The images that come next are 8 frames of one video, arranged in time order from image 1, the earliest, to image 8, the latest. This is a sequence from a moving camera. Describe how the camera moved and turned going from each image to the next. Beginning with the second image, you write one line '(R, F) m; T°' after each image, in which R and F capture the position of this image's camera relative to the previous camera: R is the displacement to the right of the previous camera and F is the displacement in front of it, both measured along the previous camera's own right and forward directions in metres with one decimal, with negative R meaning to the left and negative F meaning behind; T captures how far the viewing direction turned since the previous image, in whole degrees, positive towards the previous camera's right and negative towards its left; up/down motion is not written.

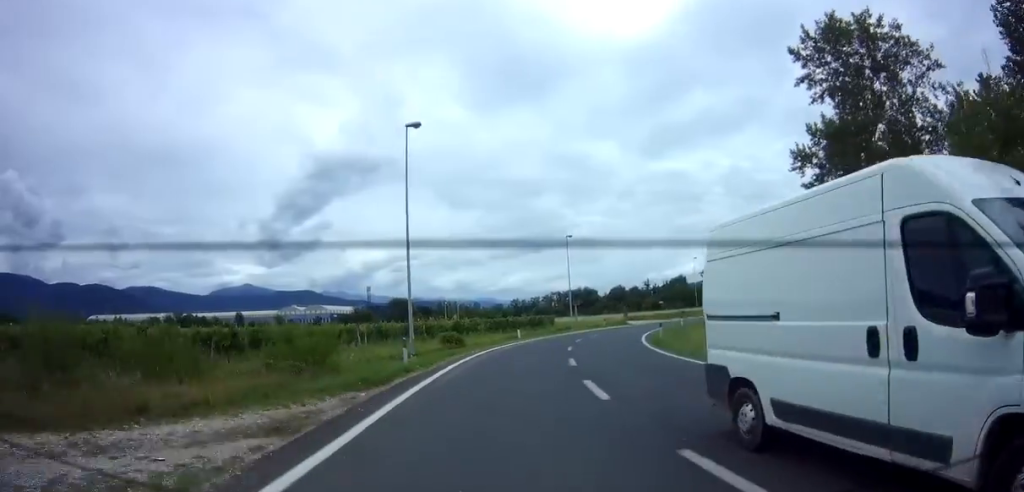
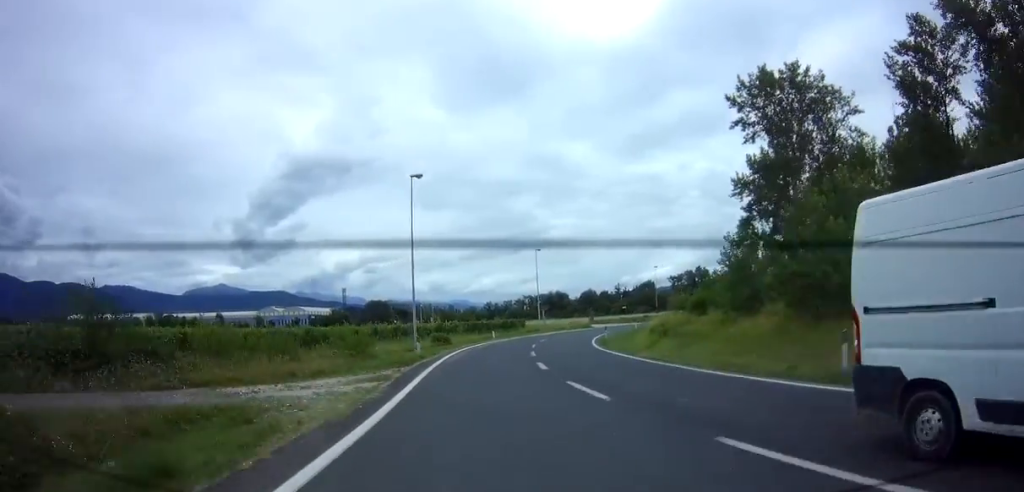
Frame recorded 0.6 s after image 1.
(0.0, +8.0) m; +2°
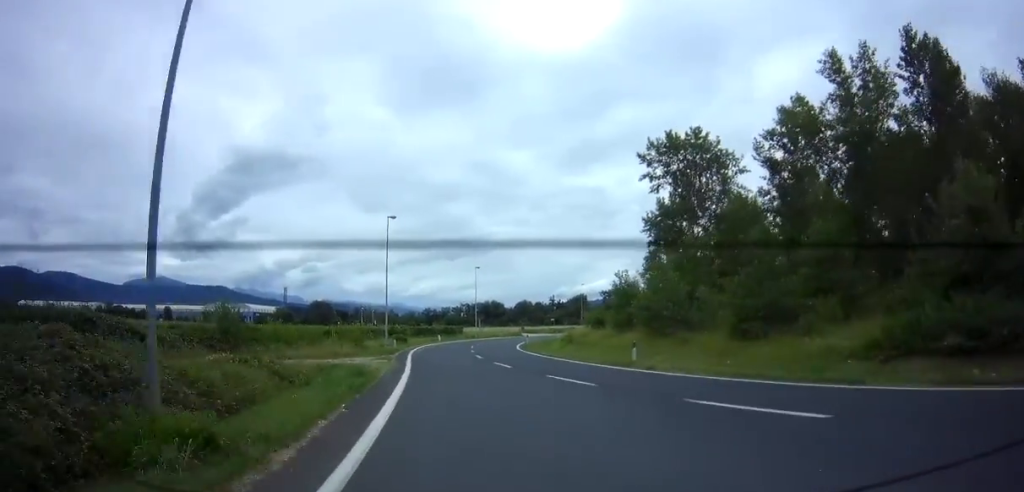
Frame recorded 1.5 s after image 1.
(+0.3, +11.4) m; +7°
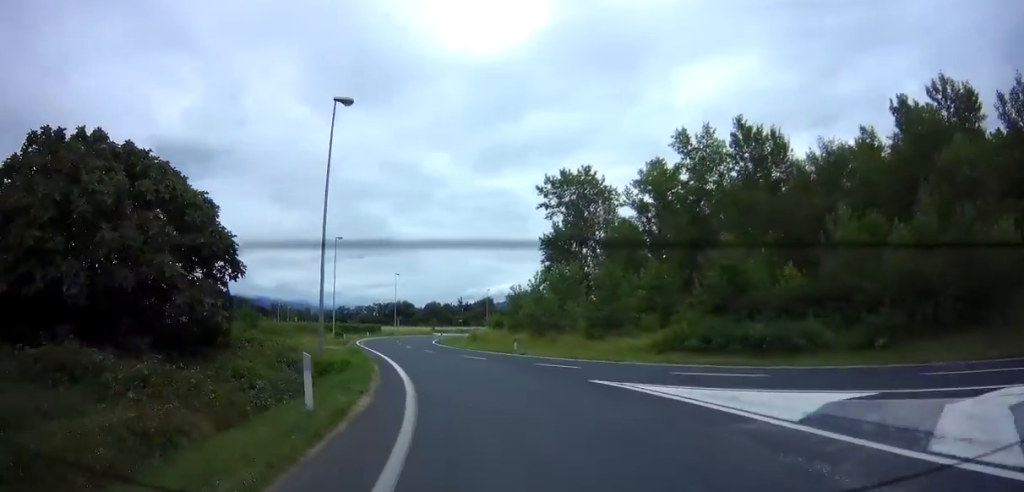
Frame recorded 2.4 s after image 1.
(+1.1, +12.1) m; +9°
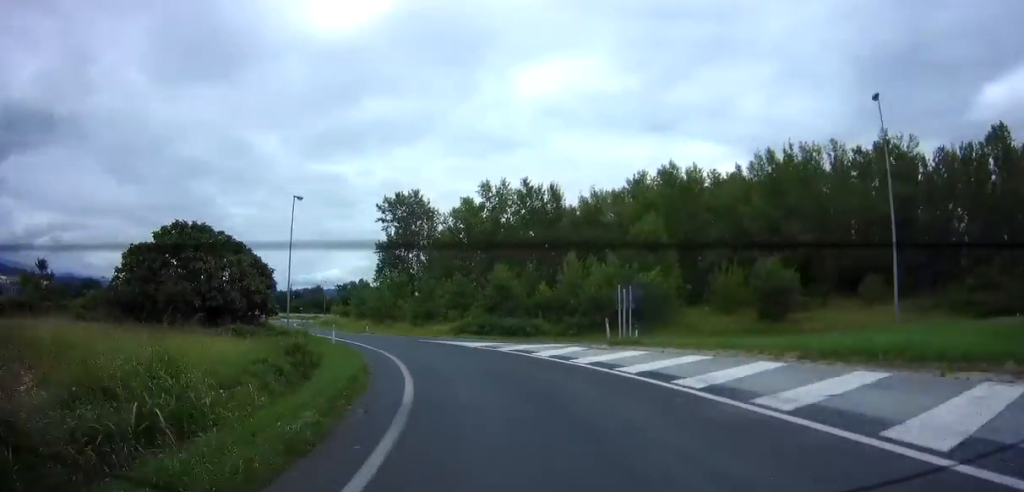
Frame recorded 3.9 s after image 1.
(+2.7, +19.4) m; +17°
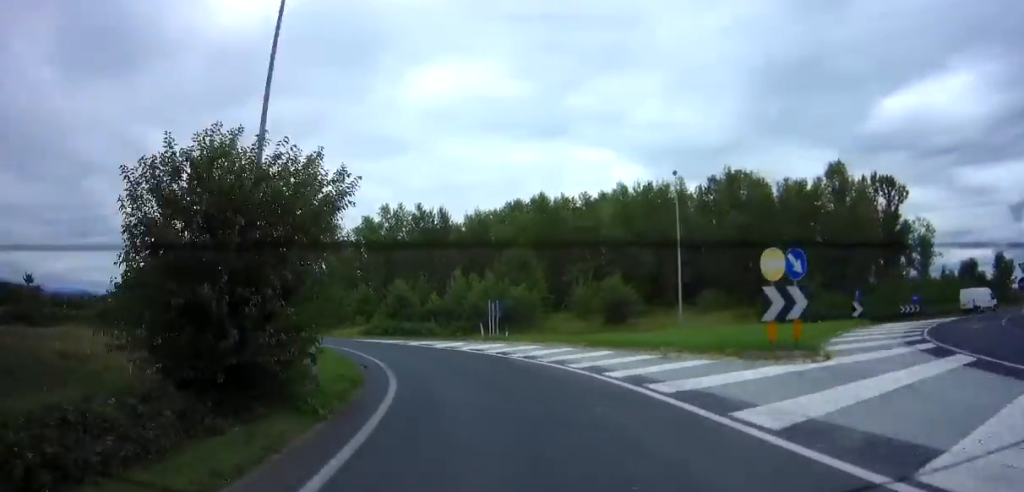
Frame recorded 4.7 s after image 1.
(+1.1, +11.1) m; +10°
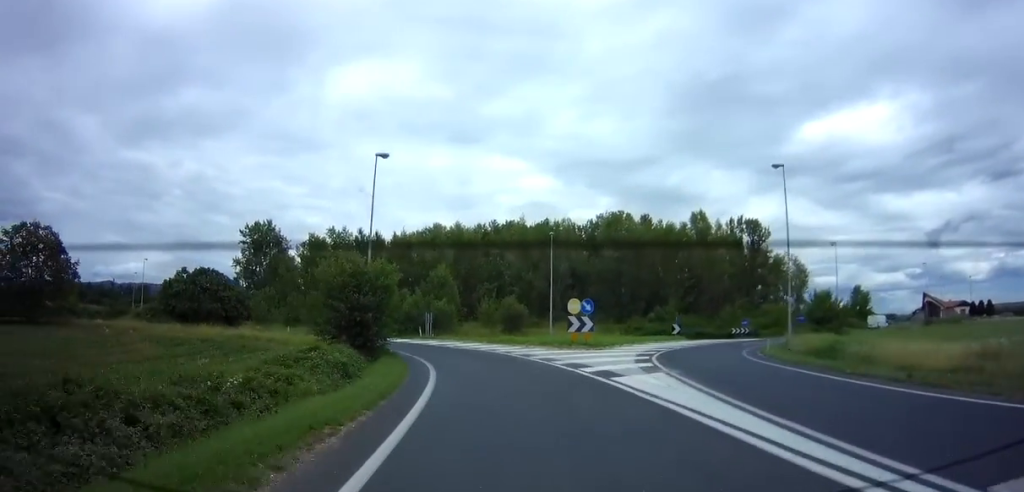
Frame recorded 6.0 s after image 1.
(+2.3, +18.1) m; +9°
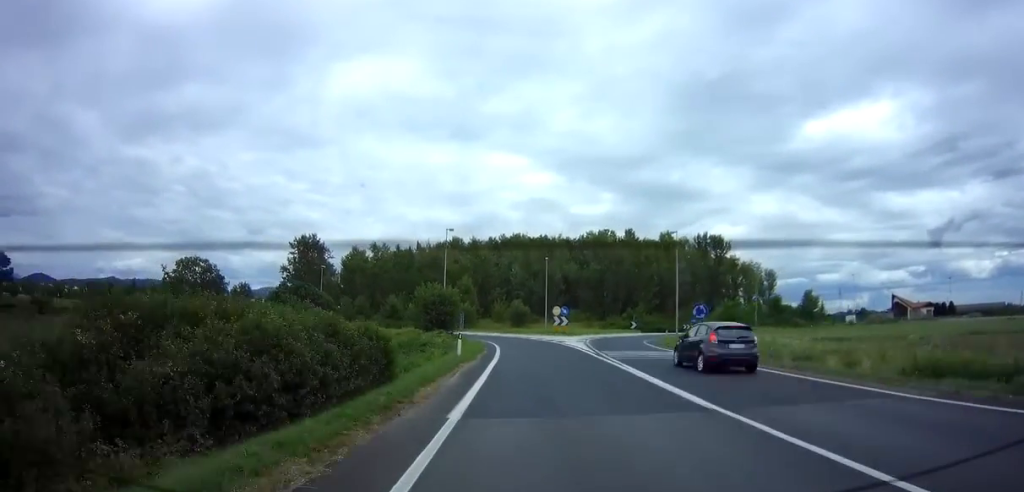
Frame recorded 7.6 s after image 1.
(+0.3, +23.3) m; +1°
